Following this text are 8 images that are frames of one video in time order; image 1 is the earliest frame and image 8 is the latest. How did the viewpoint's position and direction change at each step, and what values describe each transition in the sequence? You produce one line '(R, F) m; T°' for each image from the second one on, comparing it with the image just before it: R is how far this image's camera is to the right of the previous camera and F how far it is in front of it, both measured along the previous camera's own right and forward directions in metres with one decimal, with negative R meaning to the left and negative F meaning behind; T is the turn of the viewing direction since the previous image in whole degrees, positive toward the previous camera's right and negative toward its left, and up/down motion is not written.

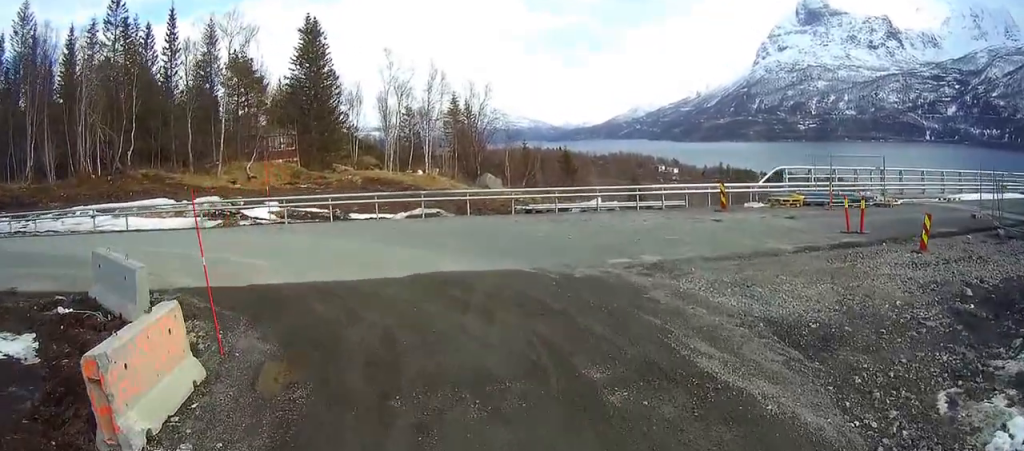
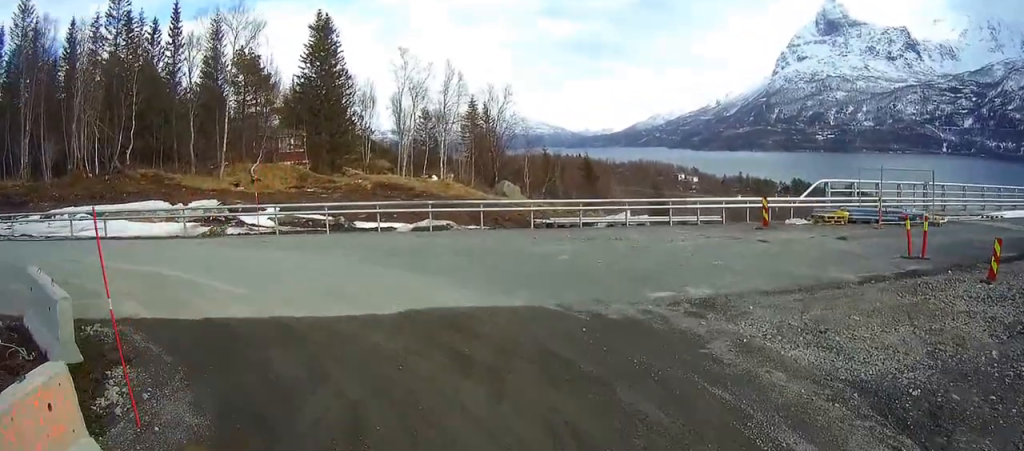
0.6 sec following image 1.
(+0.1, +2.6) m; +1°
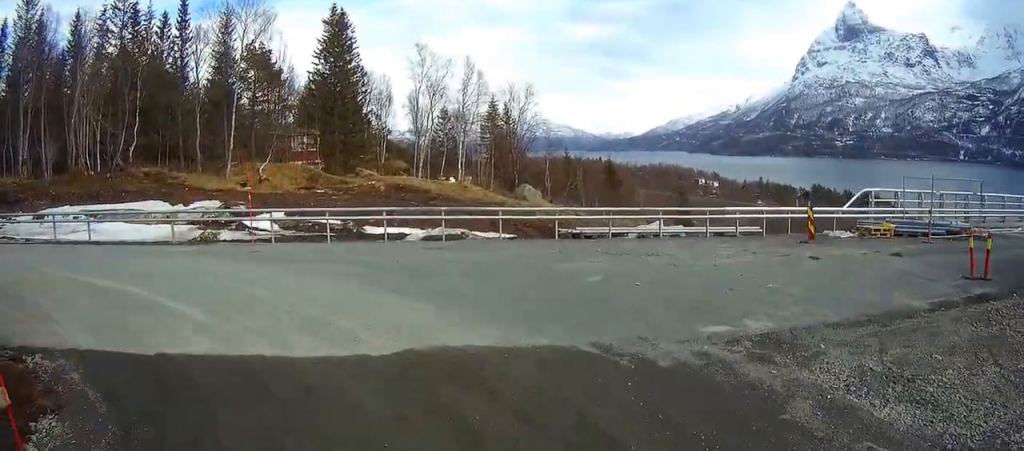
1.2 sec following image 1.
(0.0, +2.1) m; -1°
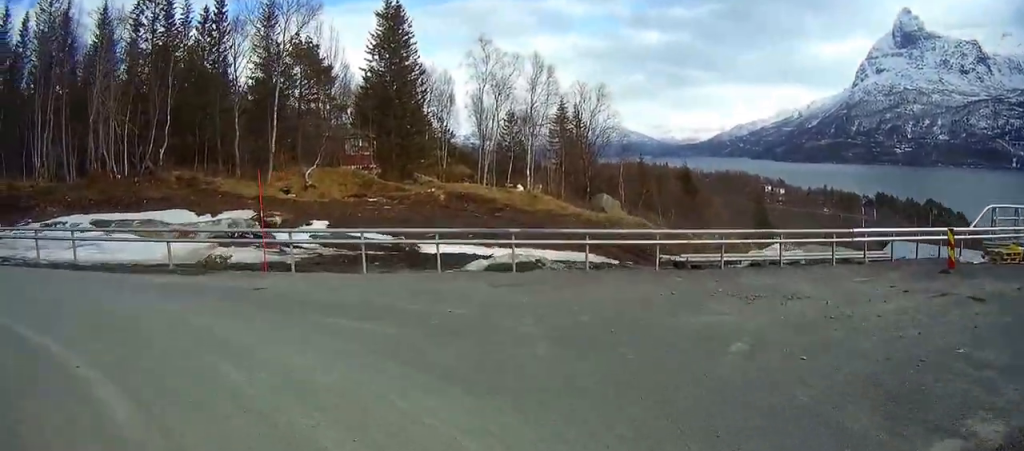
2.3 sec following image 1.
(-0.1, +4.4) m; -5°
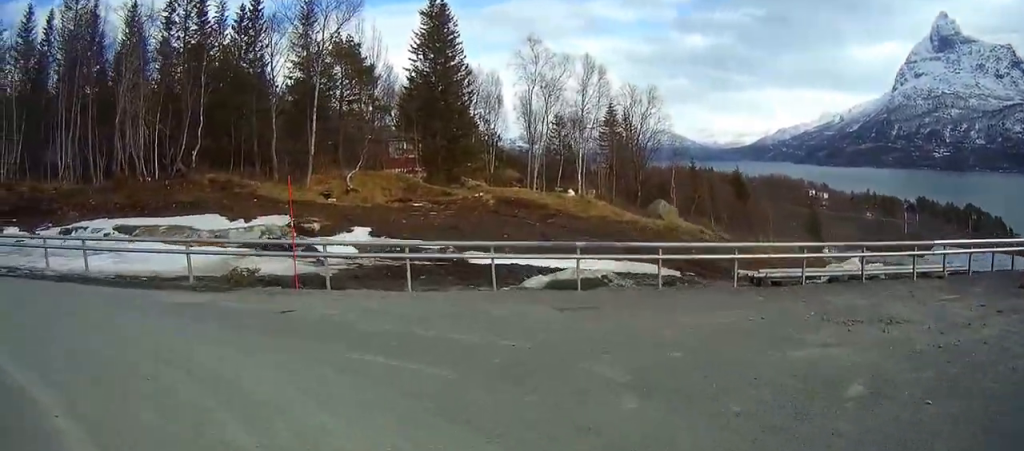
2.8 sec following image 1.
(-0.1, +1.7) m; -5°
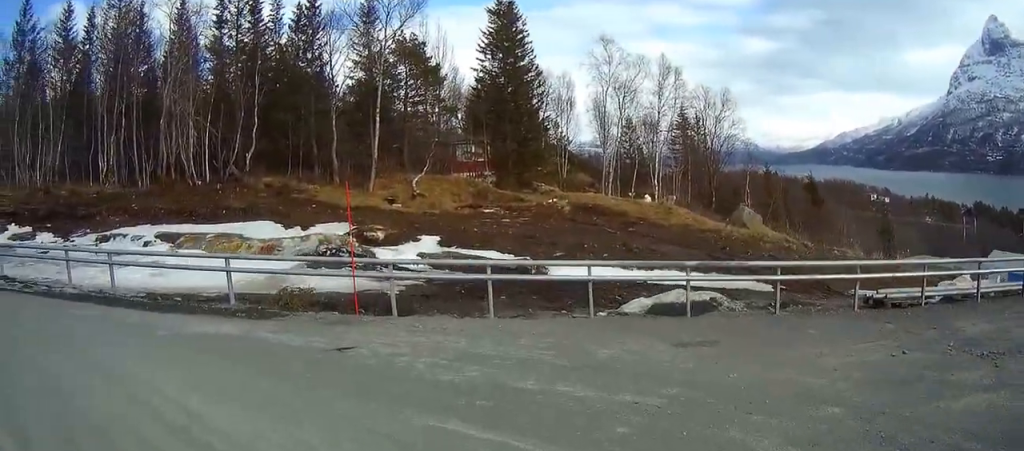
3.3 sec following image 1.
(0.0, +2.1) m; -7°
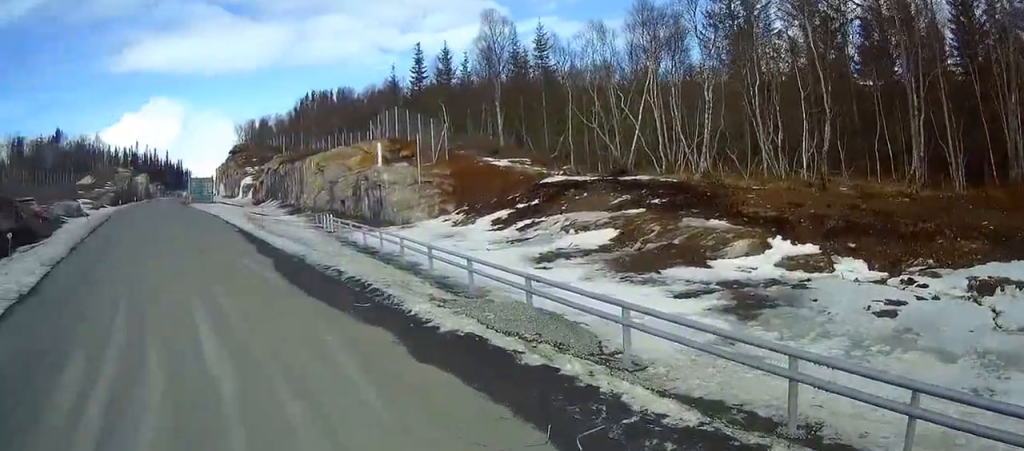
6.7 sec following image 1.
(-6.1, +9.2) m; -61°
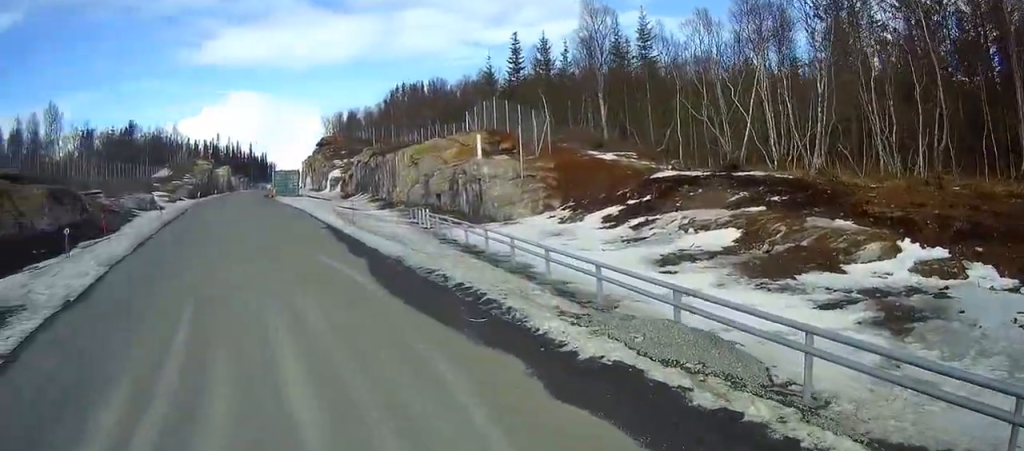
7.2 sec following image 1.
(0.0, +1.7) m; 0°
